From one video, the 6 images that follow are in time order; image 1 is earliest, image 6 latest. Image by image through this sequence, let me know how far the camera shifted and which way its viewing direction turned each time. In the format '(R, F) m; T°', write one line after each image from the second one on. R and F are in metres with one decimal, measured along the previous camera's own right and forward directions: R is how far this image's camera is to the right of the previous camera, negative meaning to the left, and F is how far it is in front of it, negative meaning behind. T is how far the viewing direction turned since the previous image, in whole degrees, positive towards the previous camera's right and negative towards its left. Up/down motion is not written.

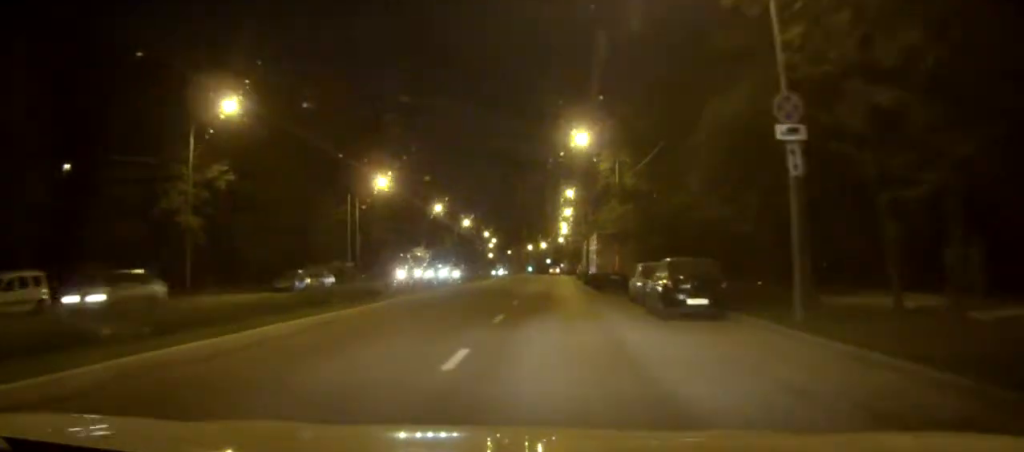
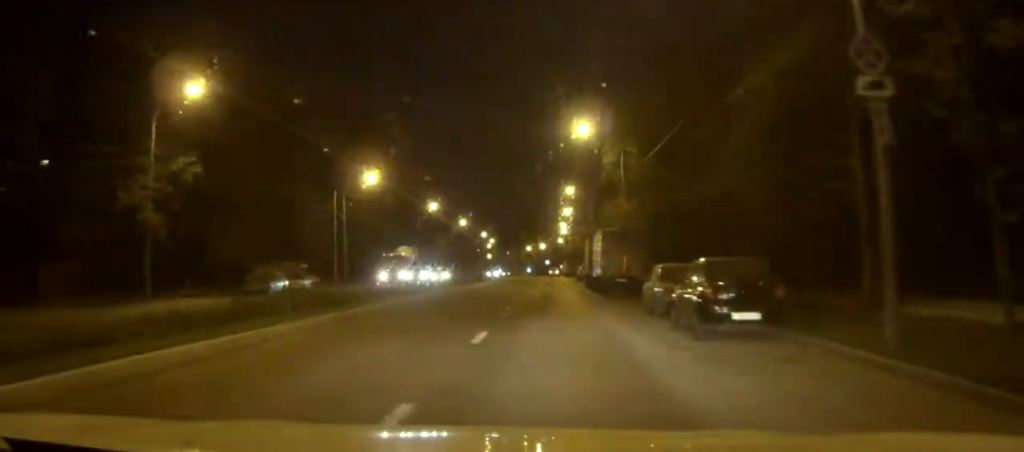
(0.0, +4.7) m; 0°
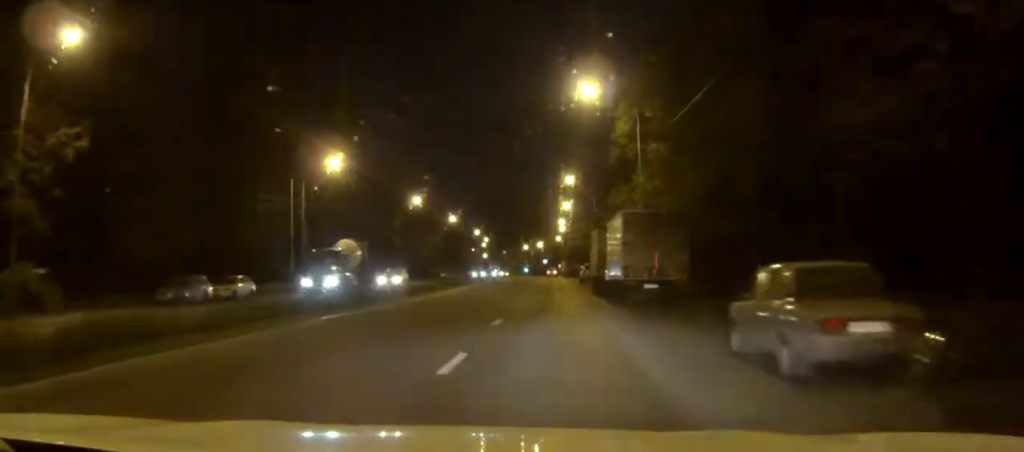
(-0.1, +11.9) m; 0°
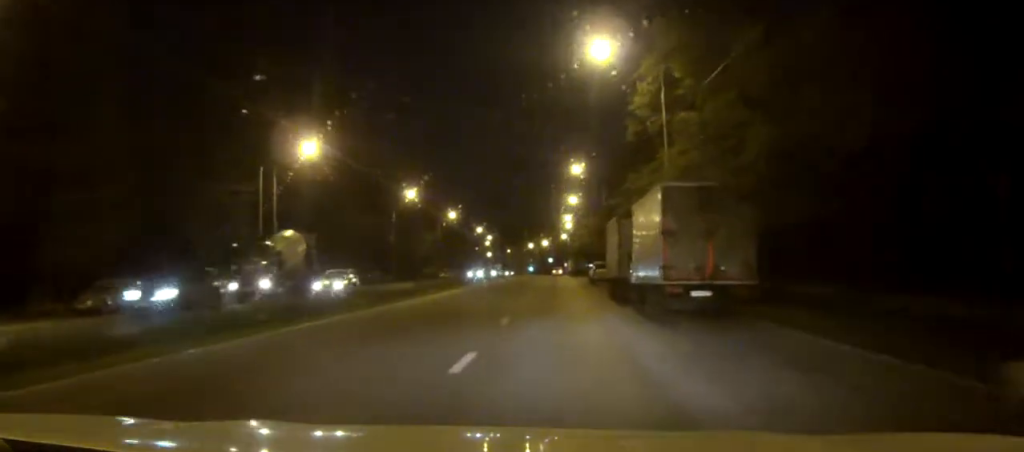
(0.0, +7.9) m; 0°
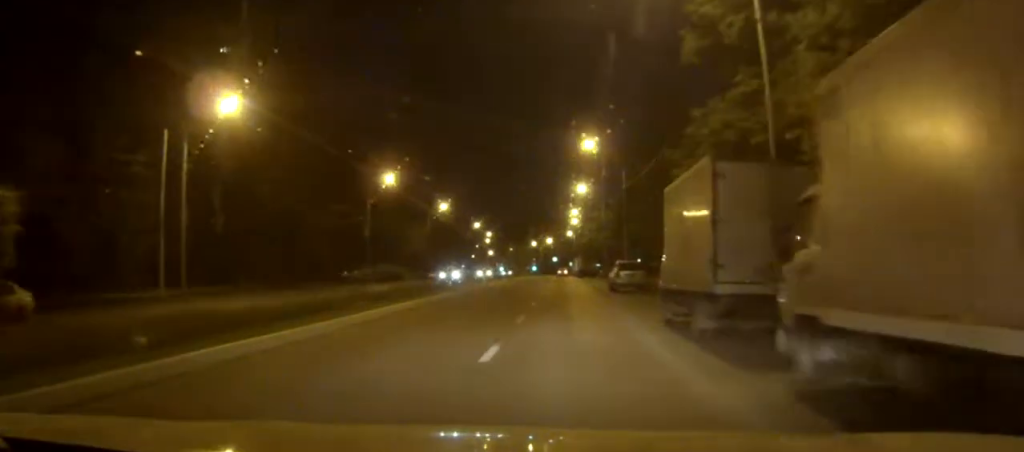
(+0.1, +15.3) m; +1°
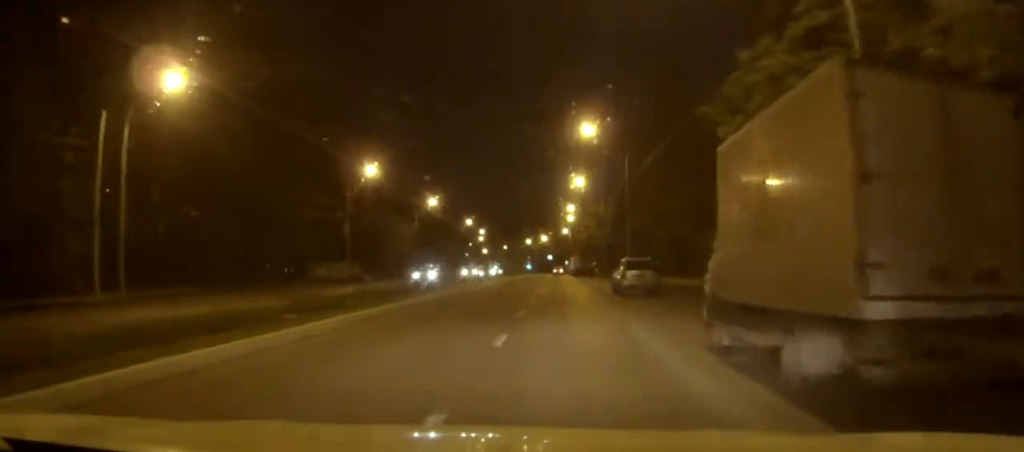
(0.0, +6.1) m; 0°
